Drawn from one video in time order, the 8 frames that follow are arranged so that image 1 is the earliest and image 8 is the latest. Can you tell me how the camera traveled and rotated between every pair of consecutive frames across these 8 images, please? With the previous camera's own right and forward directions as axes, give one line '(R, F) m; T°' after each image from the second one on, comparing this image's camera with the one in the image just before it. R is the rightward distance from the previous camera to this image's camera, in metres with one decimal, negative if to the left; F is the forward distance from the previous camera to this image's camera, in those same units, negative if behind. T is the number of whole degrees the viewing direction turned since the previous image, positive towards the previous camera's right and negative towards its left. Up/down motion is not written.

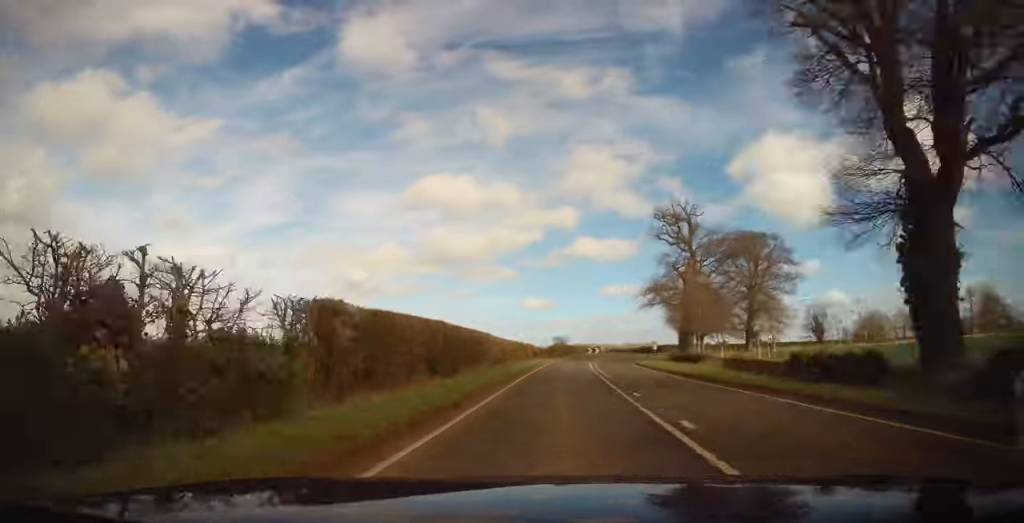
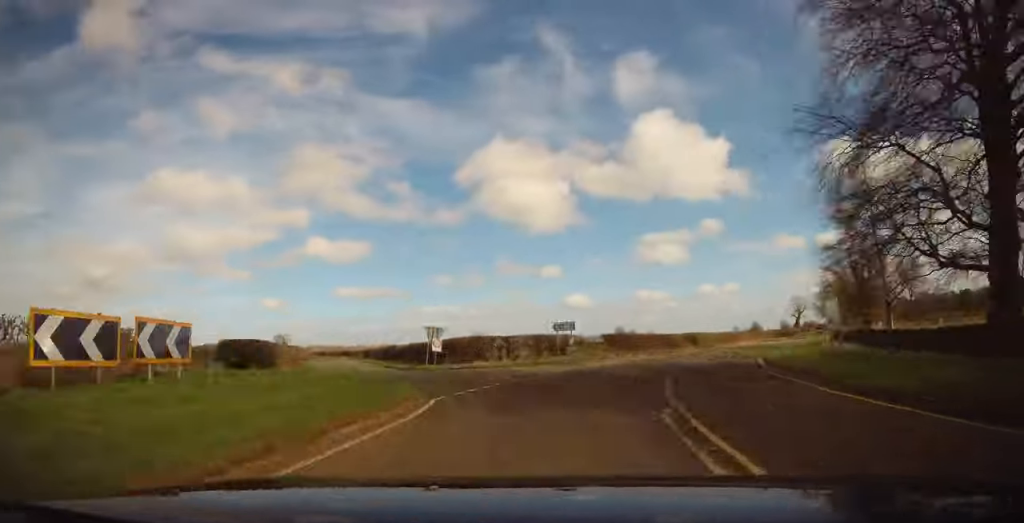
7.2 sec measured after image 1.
(+20.4, +83.7) m; +31°
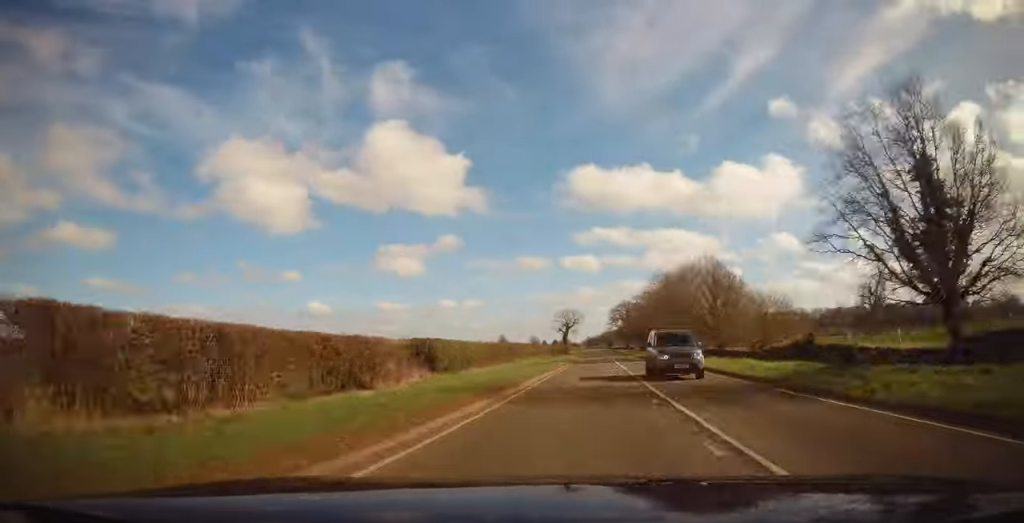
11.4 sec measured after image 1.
(+12.1, +52.8) m; +17°
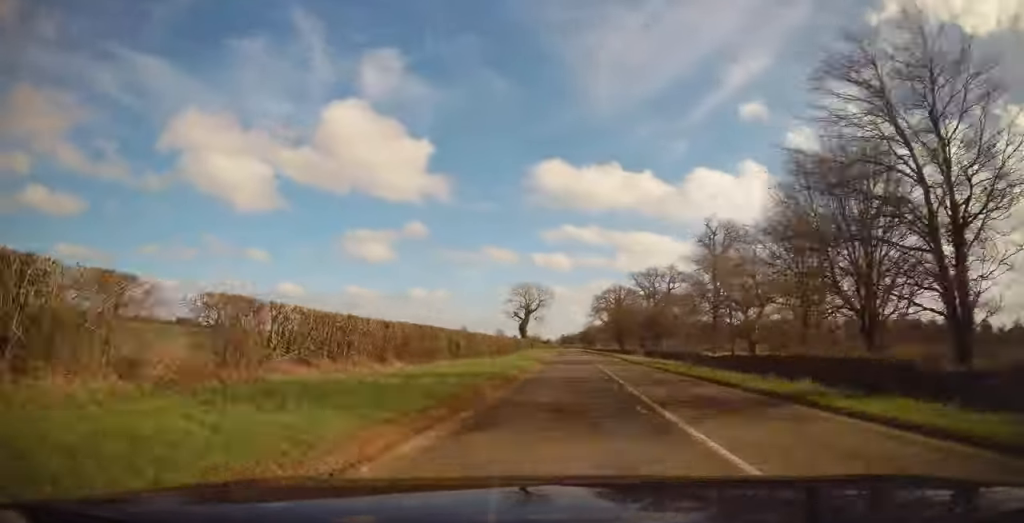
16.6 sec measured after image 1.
(+4.2, +74.4) m; +3°
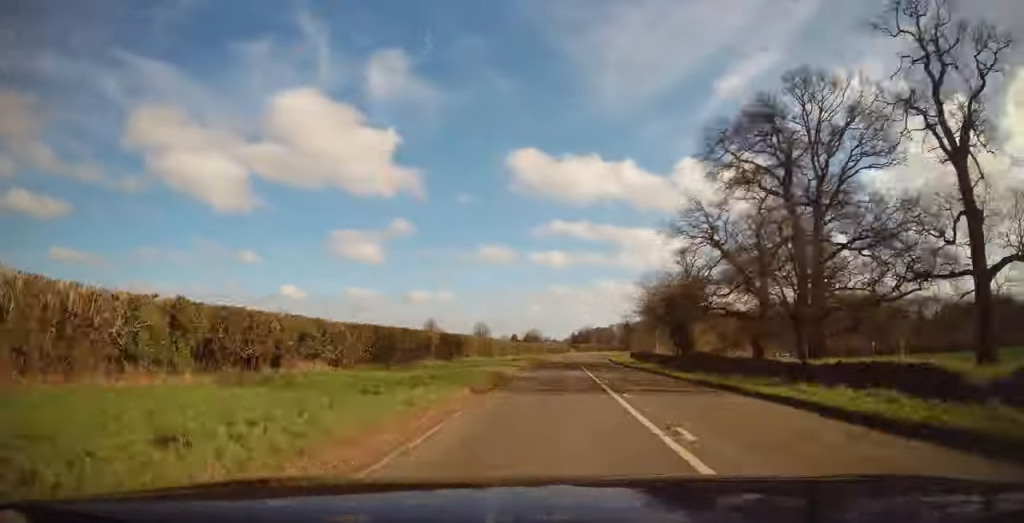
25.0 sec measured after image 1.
(+1.6, +126.6) m; +3°
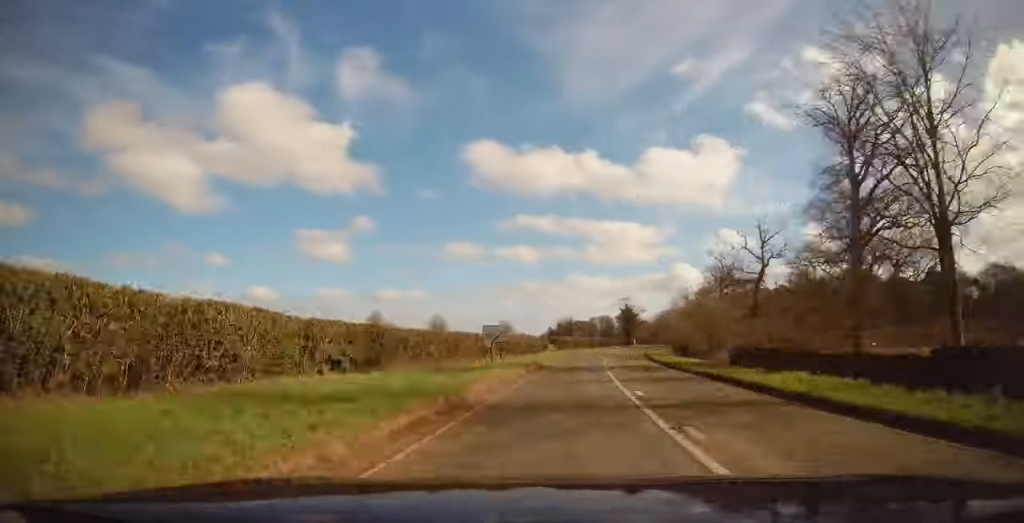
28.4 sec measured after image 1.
(0.0, +49.5) m; +3°
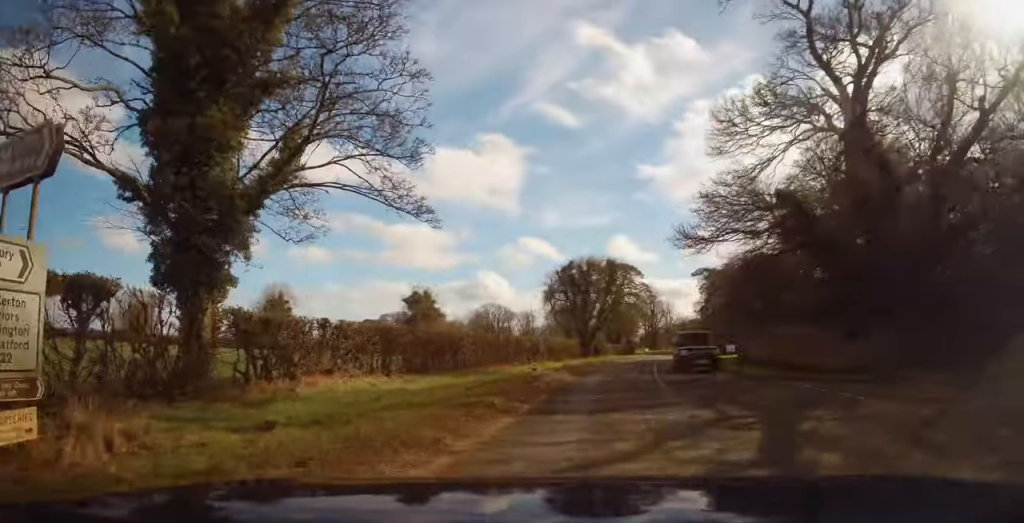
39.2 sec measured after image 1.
(+19.0, +104.2) m; +47°
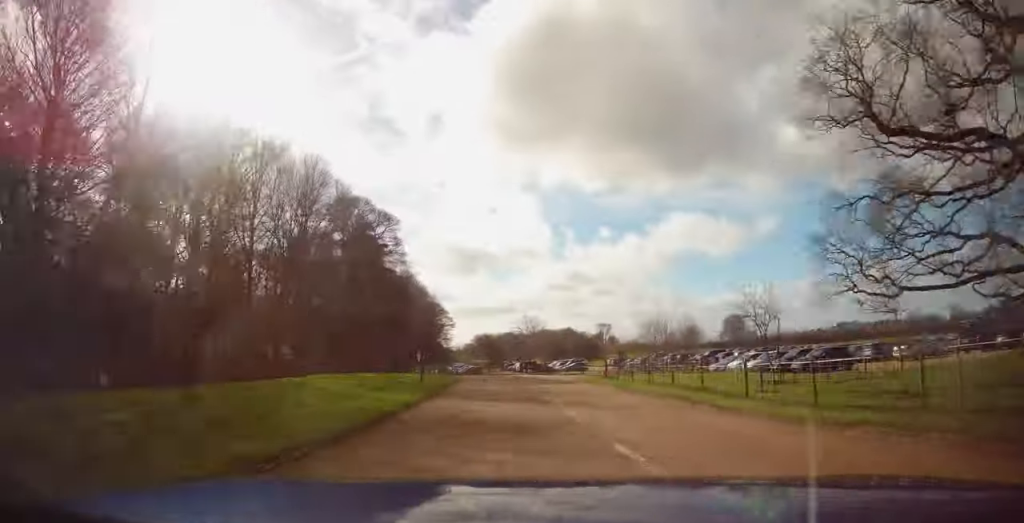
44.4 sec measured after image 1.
(+9.7, +20.0) m; +49°
